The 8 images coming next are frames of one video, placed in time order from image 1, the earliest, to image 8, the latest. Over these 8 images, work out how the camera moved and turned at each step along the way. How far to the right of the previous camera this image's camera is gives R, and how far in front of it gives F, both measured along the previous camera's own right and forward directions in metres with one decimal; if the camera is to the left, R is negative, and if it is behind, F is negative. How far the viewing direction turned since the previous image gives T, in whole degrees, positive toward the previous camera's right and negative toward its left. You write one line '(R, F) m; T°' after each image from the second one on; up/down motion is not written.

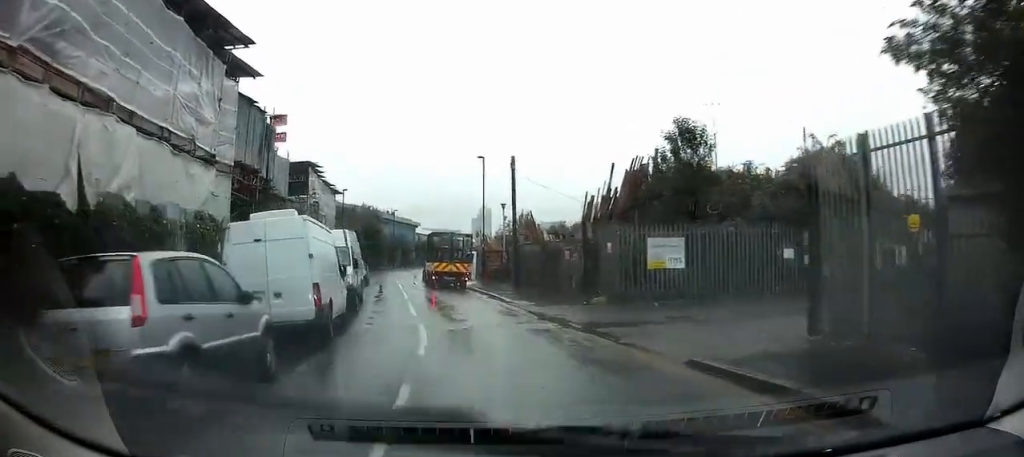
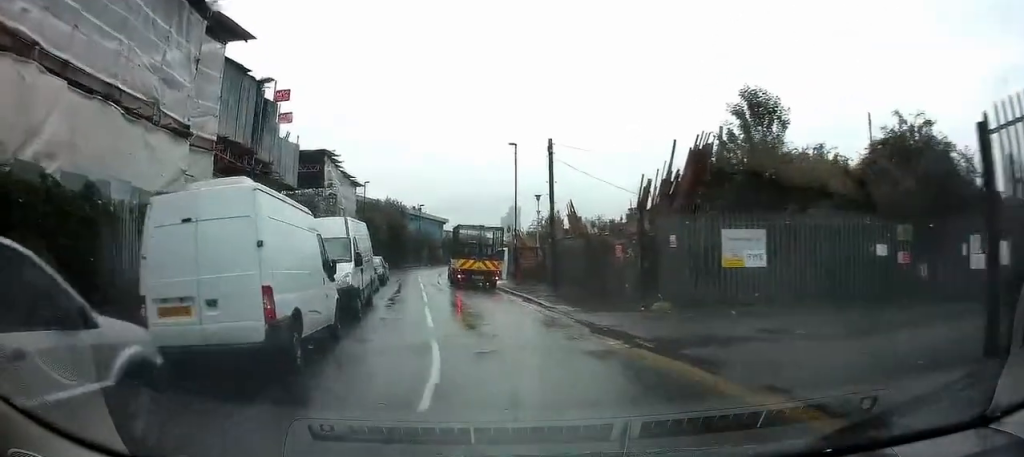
(0.0, +3.7) m; +1°
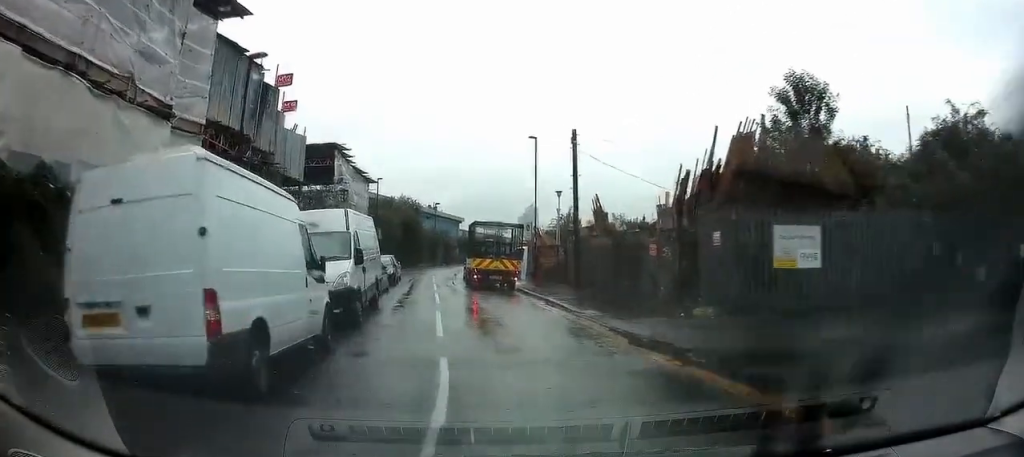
(0.0, +2.0) m; -1°
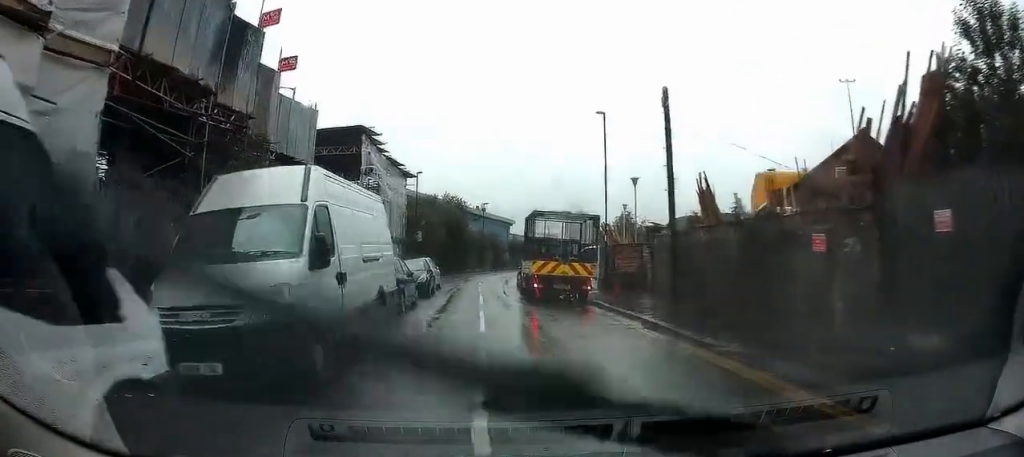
(-0.4, +6.4) m; -9°
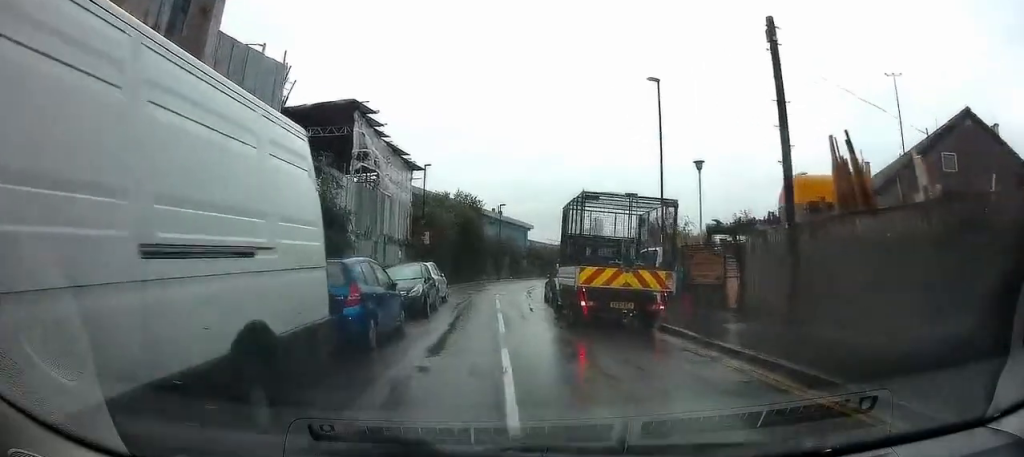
(-0.2, +6.0) m; +1°
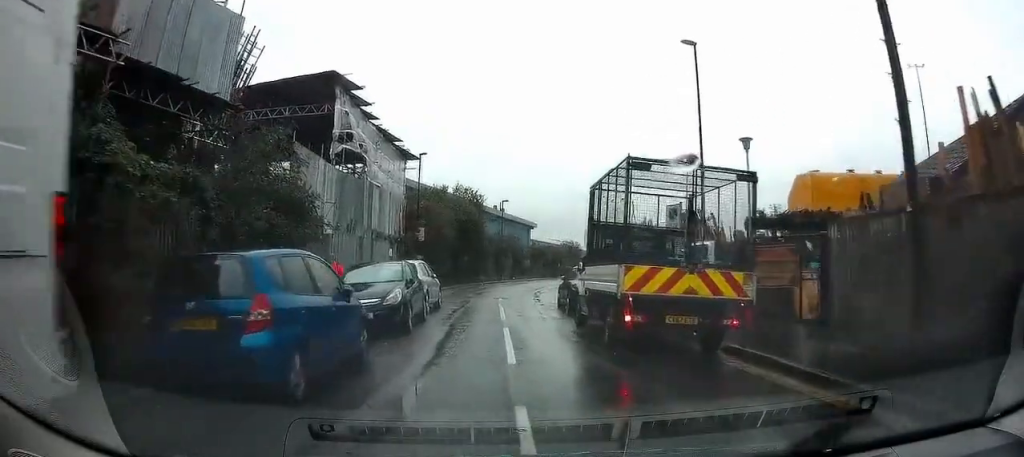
(+0.2, +3.6) m; +5°
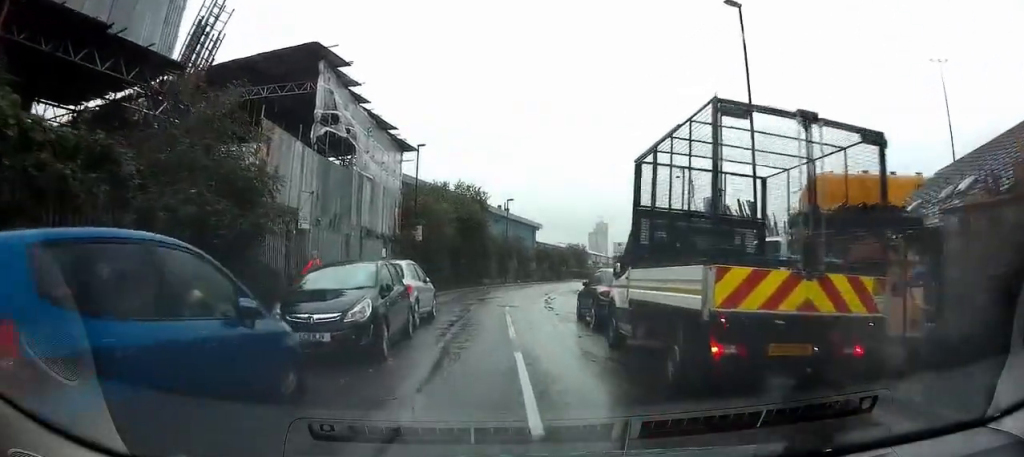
(+0.1, +3.1) m; -3°
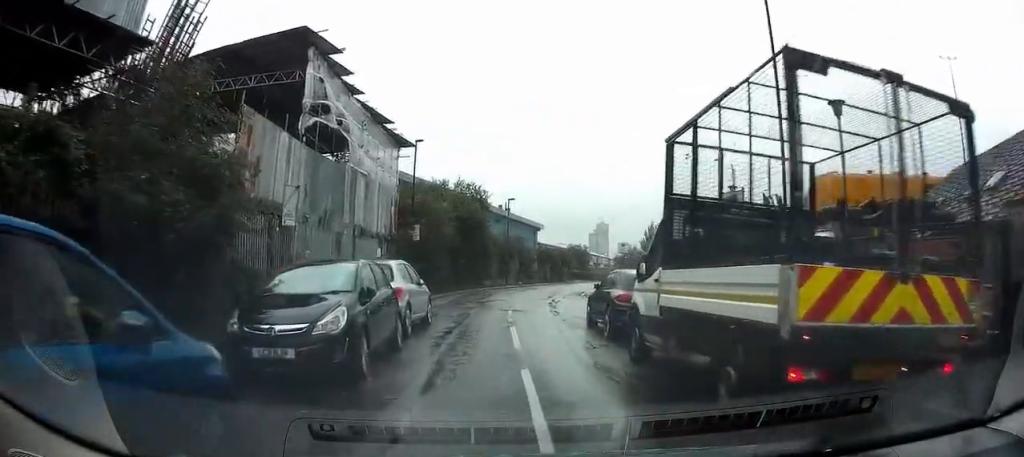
(-0.1, +1.4) m; -3°
